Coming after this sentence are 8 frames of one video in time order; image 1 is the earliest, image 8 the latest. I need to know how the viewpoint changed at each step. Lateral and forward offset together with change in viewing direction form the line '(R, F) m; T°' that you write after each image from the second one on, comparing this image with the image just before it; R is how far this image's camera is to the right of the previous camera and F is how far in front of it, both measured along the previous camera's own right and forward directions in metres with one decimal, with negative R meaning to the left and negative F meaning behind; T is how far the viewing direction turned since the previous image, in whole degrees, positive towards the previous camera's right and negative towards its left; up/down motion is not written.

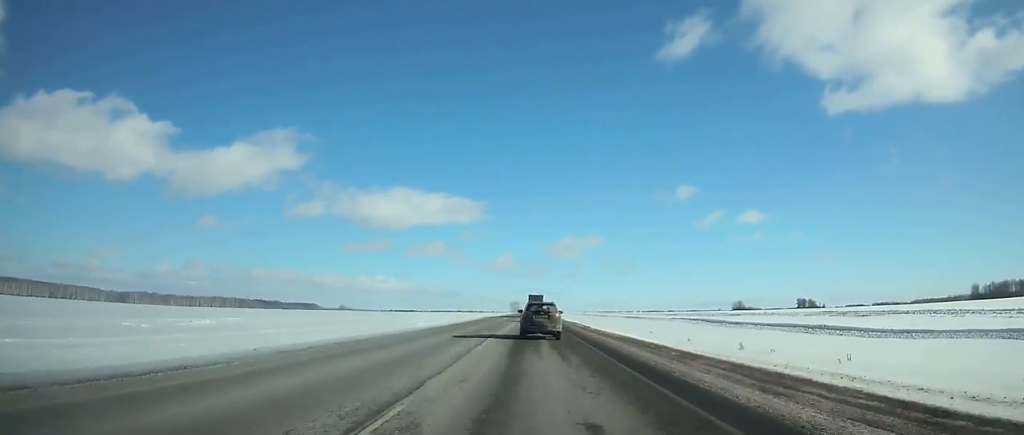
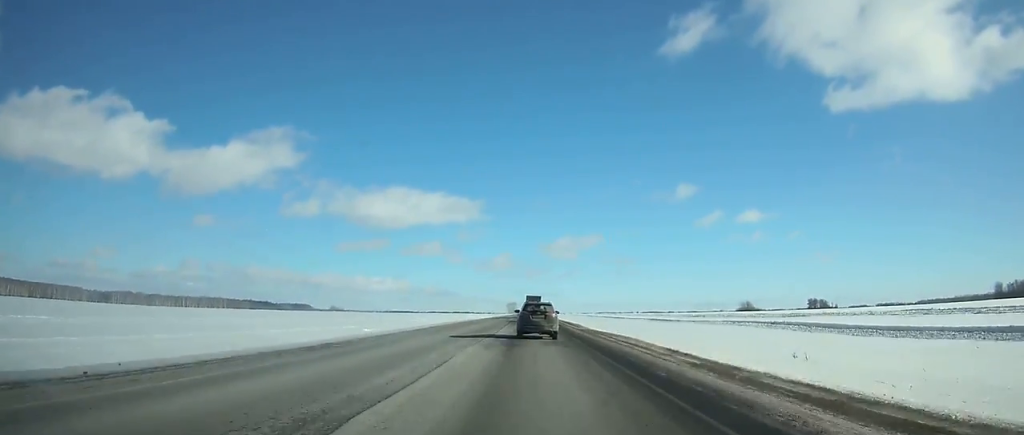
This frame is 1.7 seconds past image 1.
(+0.1, +40.5) m; 0°
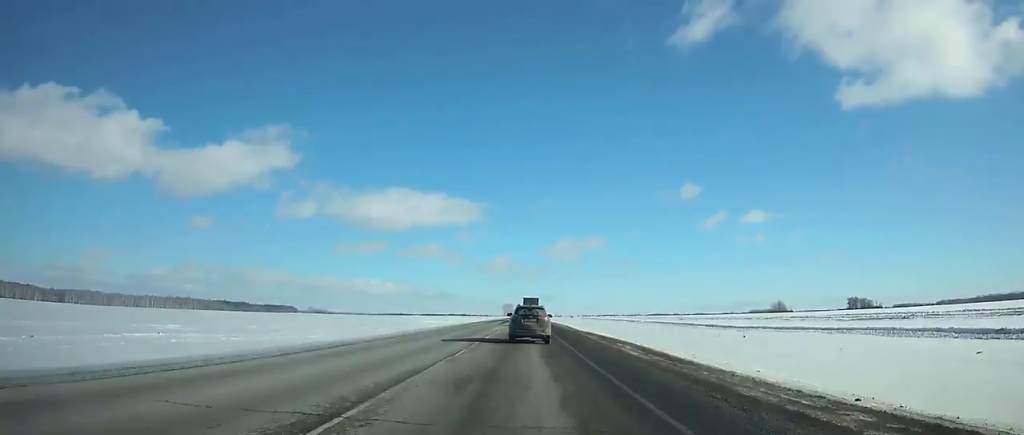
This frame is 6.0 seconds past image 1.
(+0.2, +104.7) m; 0°
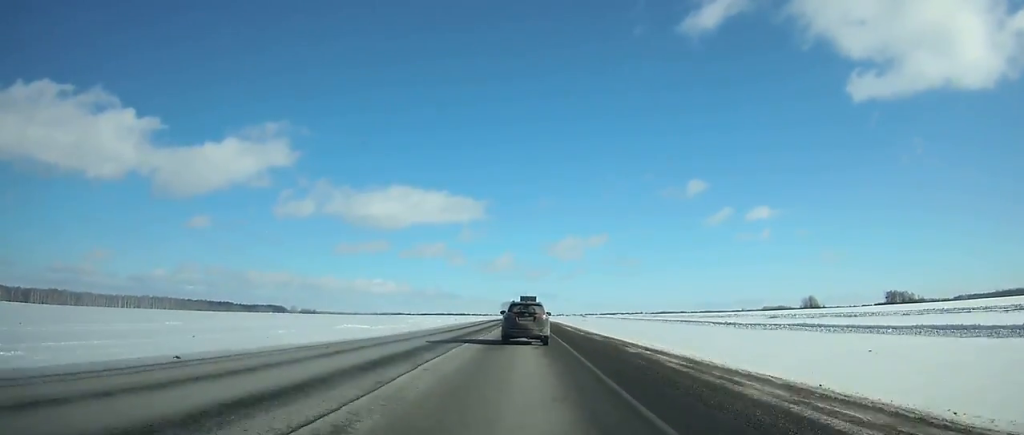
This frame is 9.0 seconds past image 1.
(-0.1, +73.6) m; 0°
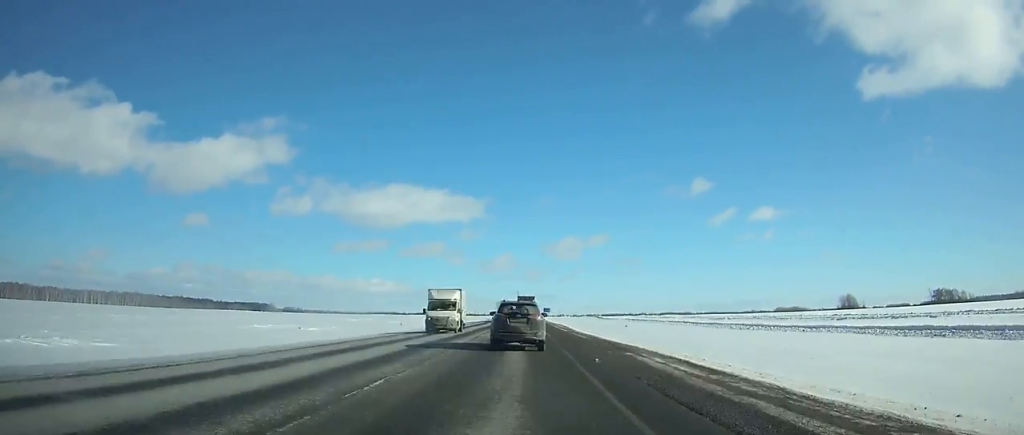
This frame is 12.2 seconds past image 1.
(-0.1, +77.9) m; 0°
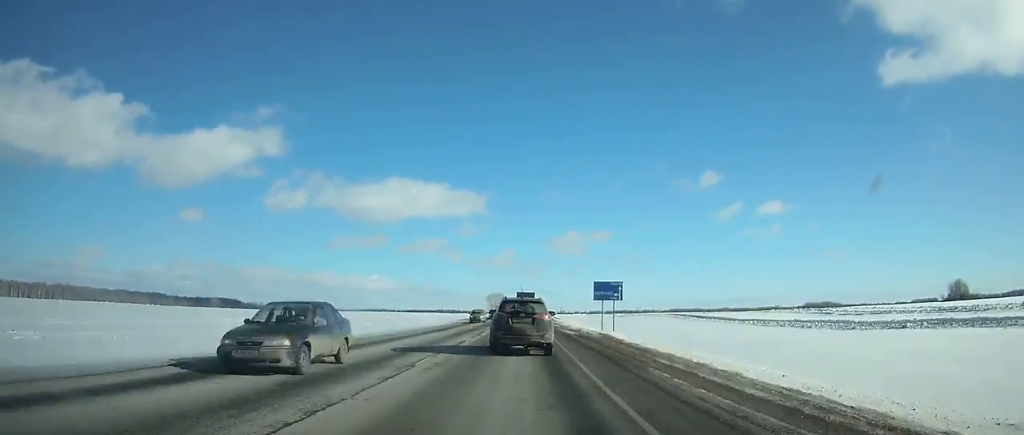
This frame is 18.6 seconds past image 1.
(+0.1, +151.0) m; 0°
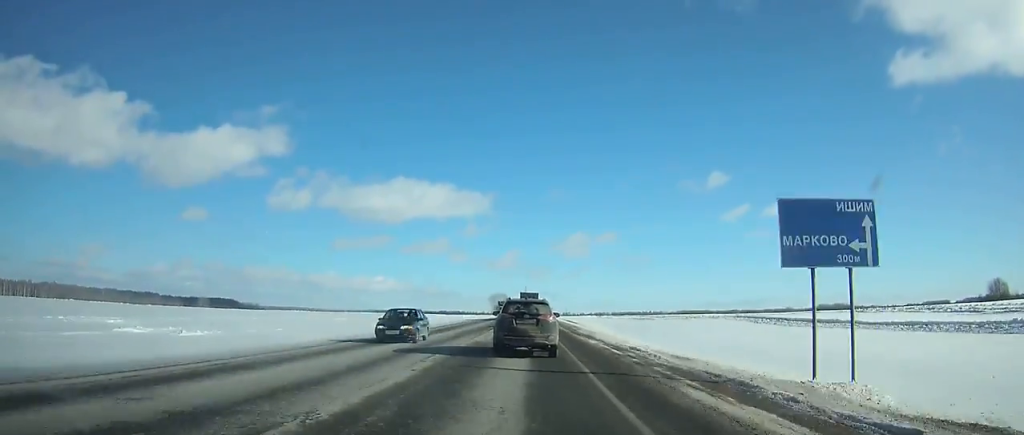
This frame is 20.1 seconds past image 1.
(0.0, +34.4) m; 0°
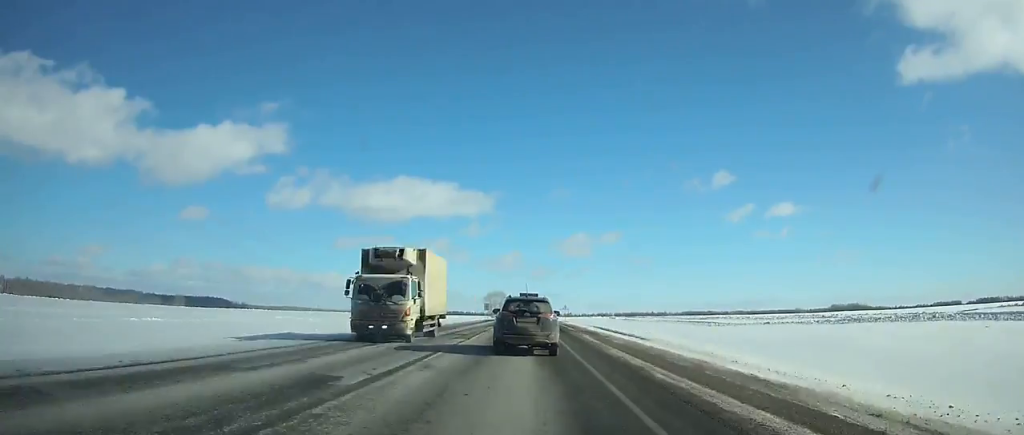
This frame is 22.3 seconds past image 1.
(-0.2, +49.7) m; 0°
